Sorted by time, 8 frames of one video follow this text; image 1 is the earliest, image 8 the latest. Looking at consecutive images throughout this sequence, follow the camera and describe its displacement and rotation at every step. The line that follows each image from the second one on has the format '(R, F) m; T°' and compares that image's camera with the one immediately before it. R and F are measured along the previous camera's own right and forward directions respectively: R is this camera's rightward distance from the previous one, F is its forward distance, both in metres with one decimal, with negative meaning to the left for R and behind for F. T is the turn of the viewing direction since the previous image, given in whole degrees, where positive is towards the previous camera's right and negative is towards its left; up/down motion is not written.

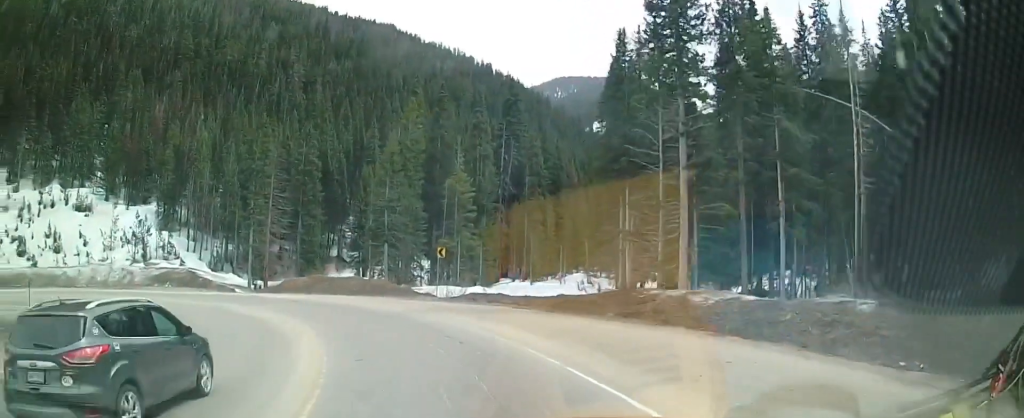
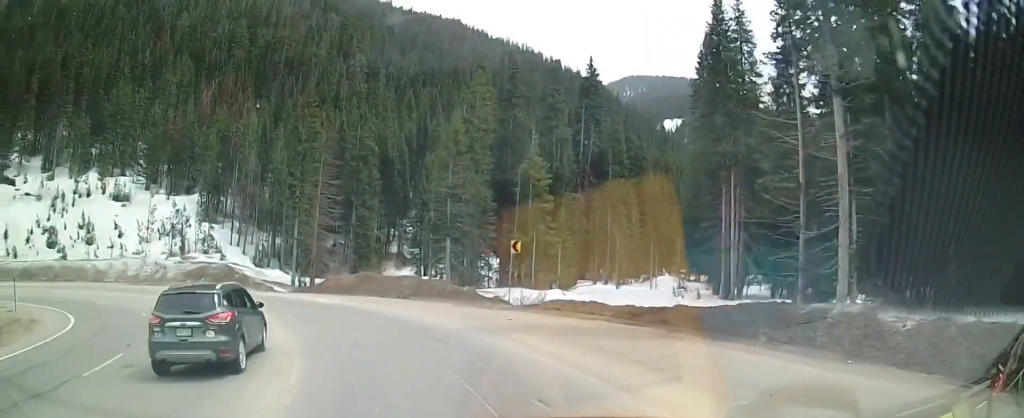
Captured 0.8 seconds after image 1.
(-0.4, +8.2) m; -5°
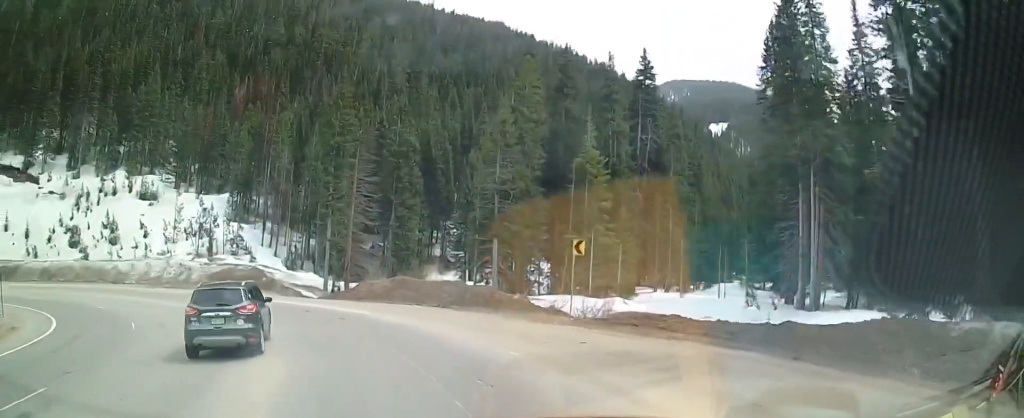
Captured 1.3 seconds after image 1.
(-0.2, +4.7) m; -5°
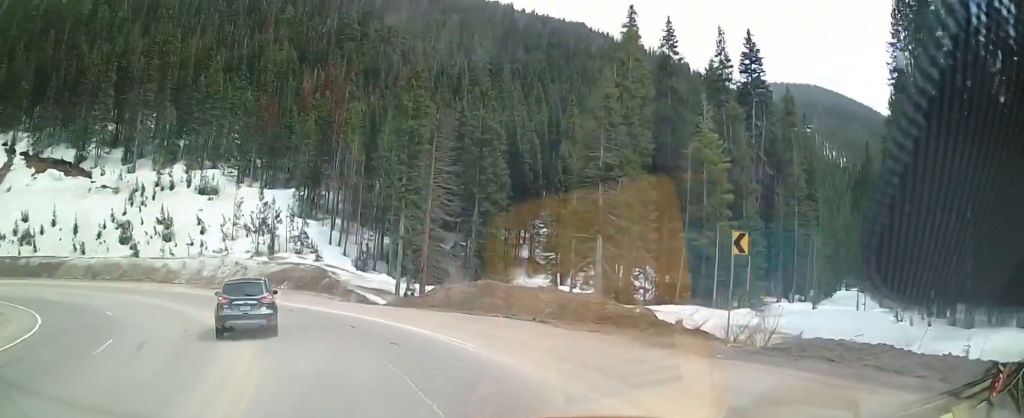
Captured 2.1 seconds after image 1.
(-0.3, +7.1) m; -8°
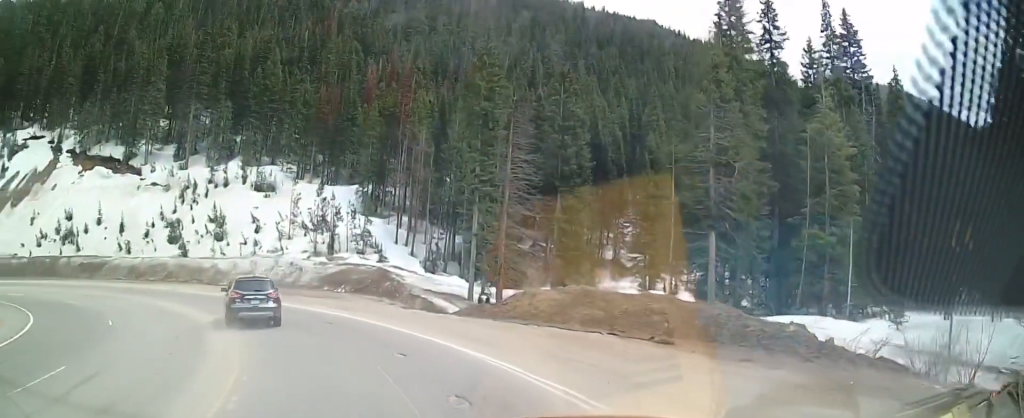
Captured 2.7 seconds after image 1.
(-0.3, +5.7) m; -9°
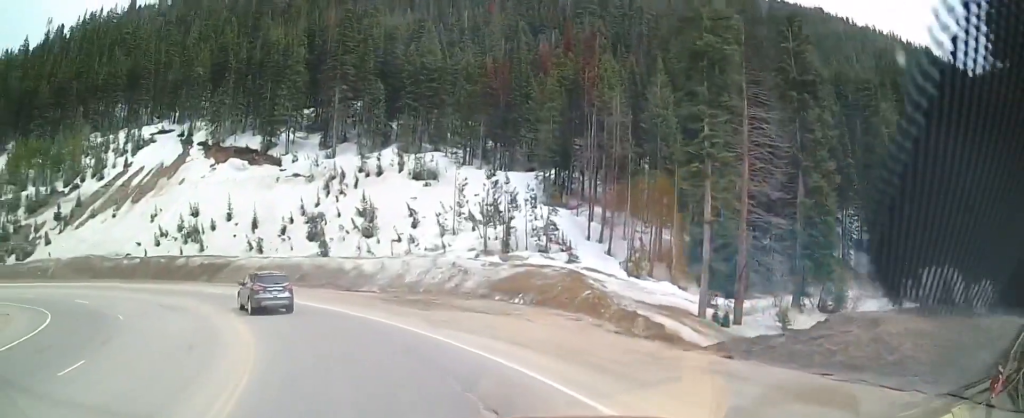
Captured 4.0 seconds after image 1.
(-2.8, +10.9) m; -30°
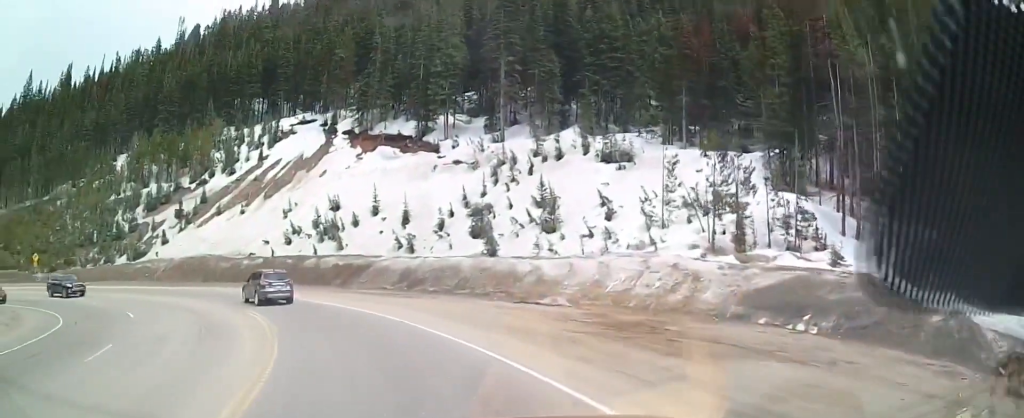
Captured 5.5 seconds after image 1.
(-2.4, +12.6) m; -12°
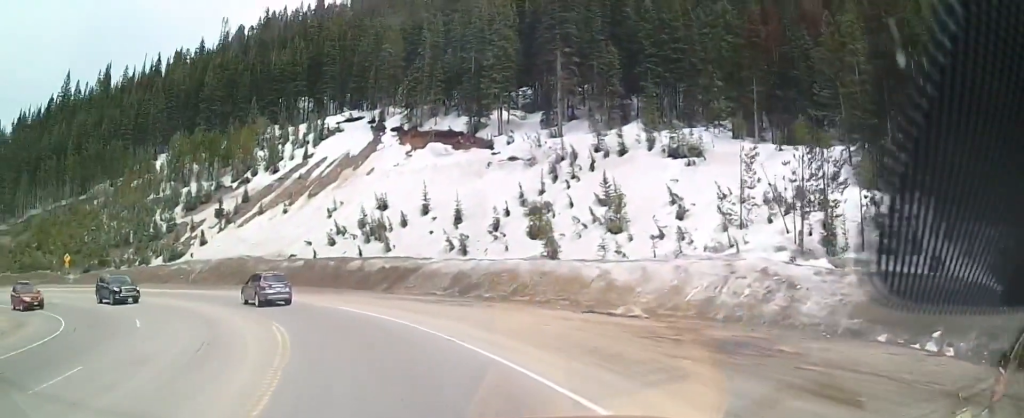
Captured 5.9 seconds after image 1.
(+0.1, +3.8) m; -1°
